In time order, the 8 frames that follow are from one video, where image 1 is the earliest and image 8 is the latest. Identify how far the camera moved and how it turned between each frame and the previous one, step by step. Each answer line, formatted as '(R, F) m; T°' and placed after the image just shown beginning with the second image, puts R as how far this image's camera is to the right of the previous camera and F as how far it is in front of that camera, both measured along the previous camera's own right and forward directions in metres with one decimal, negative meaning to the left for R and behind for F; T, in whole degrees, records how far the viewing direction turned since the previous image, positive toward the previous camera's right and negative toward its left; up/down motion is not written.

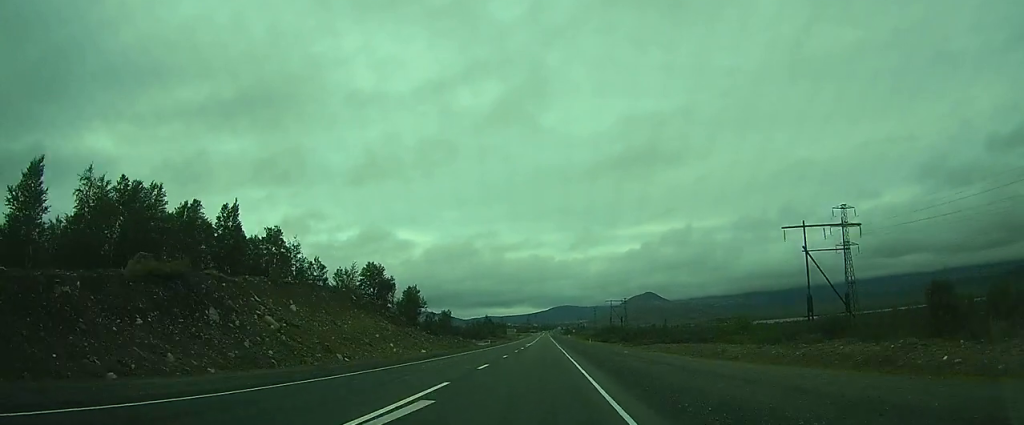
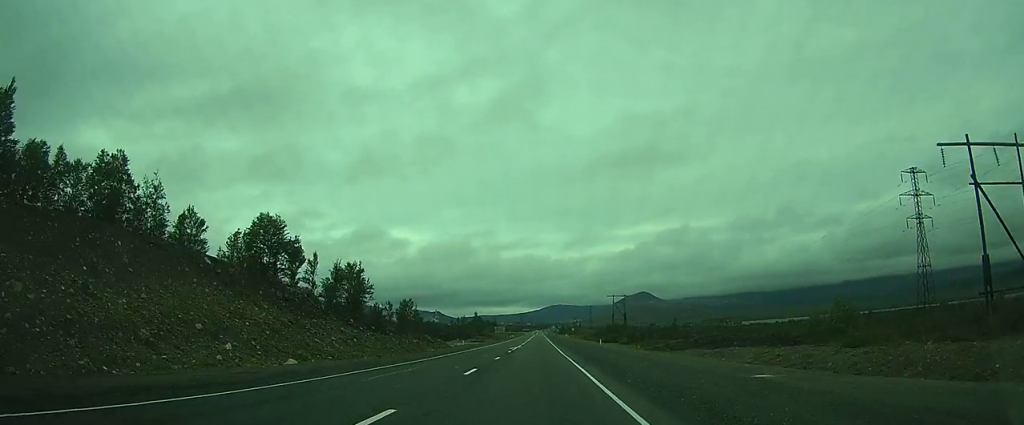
(+0.1, +26.2) m; 0°
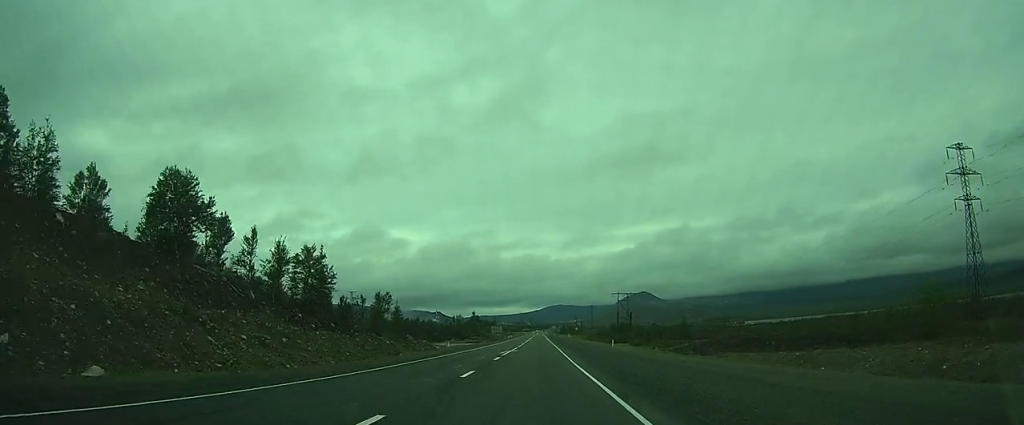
(0.0, +11.9) m; 0°
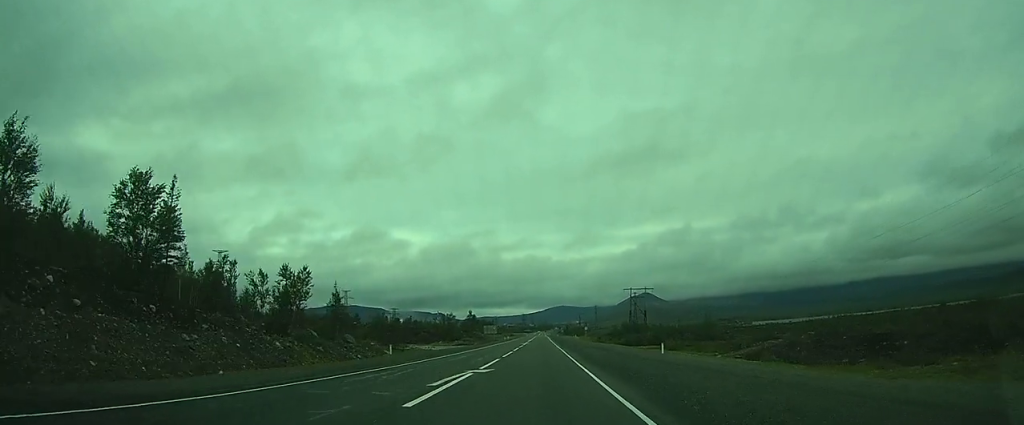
(-0.1, +23.7) m; +1°
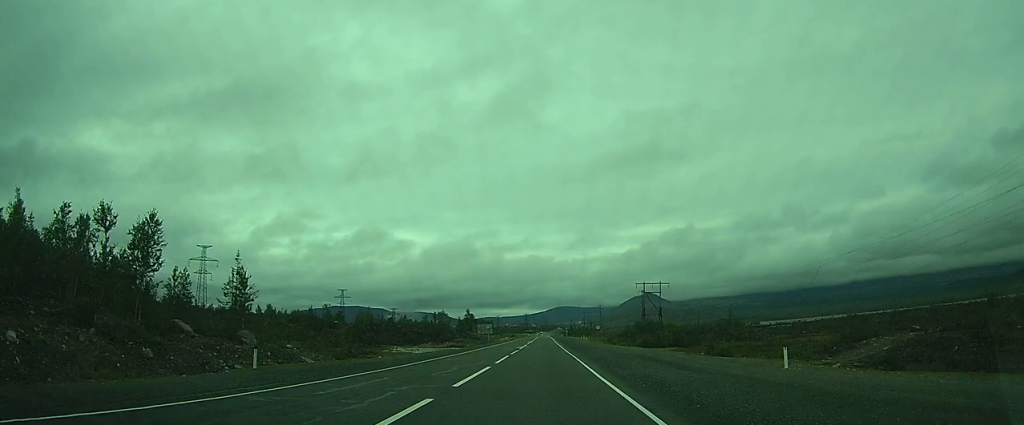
(+0.3, +18.1) m; +1°
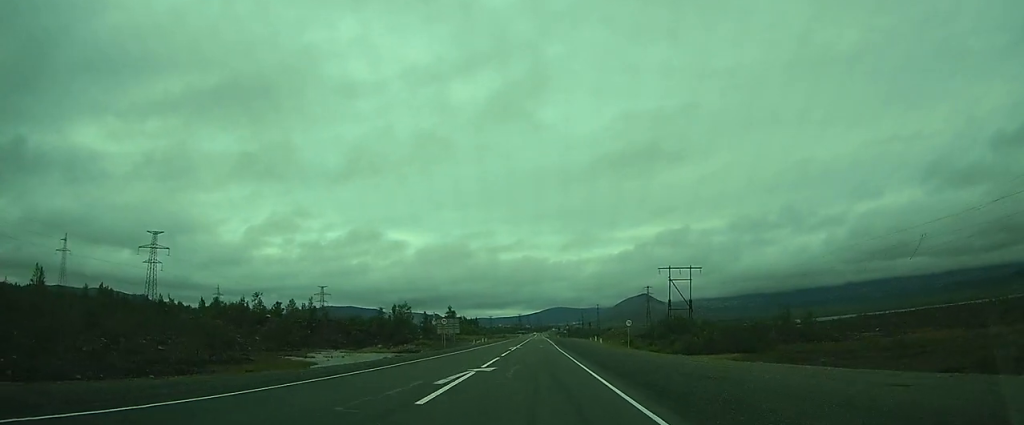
(+0.3, +37.1) m; -1°
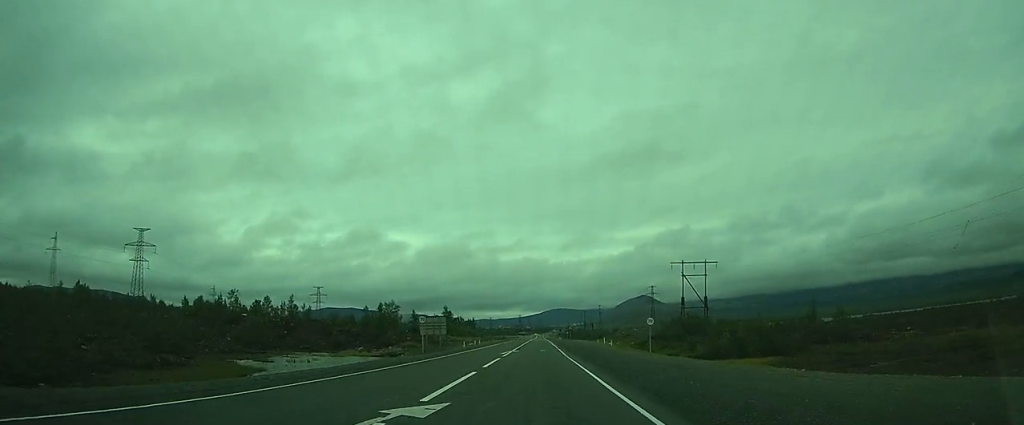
(-0.1, +10.6) m; 0°
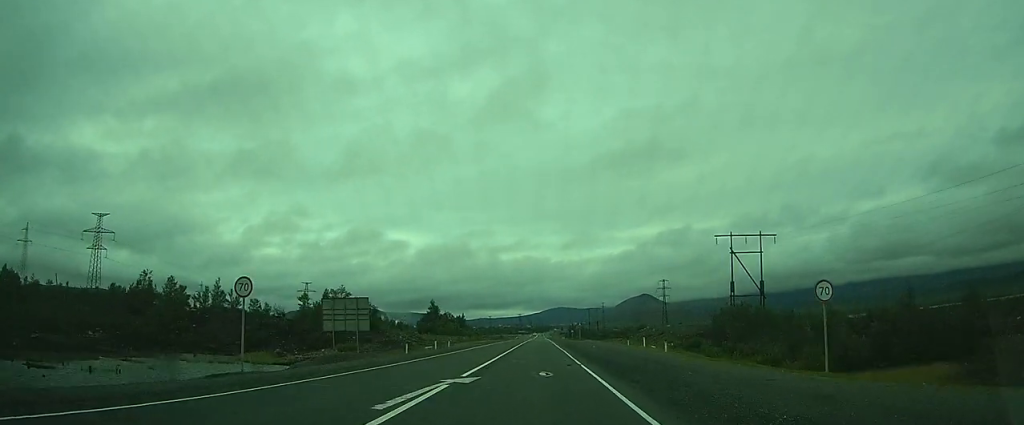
(-0.2, +28.4) m; -1°
